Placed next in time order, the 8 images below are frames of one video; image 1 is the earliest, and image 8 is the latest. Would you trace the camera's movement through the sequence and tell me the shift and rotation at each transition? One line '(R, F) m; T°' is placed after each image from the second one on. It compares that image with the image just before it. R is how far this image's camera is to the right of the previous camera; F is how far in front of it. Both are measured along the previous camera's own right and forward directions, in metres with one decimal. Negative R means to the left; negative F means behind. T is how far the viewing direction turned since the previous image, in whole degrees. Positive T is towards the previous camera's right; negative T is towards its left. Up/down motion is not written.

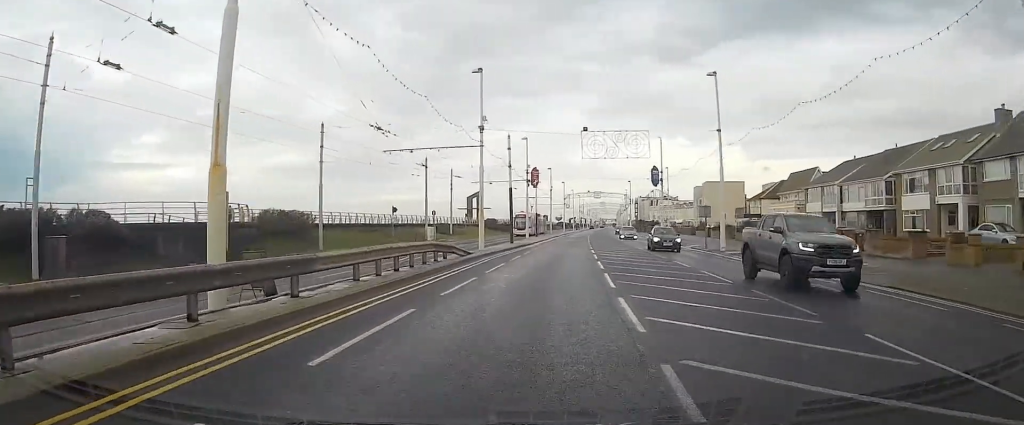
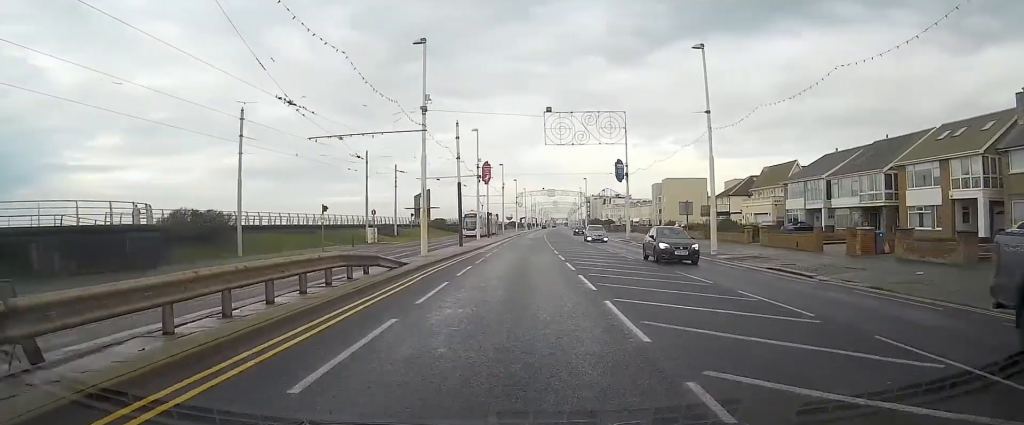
(+0.4, +6.5) m; +5°
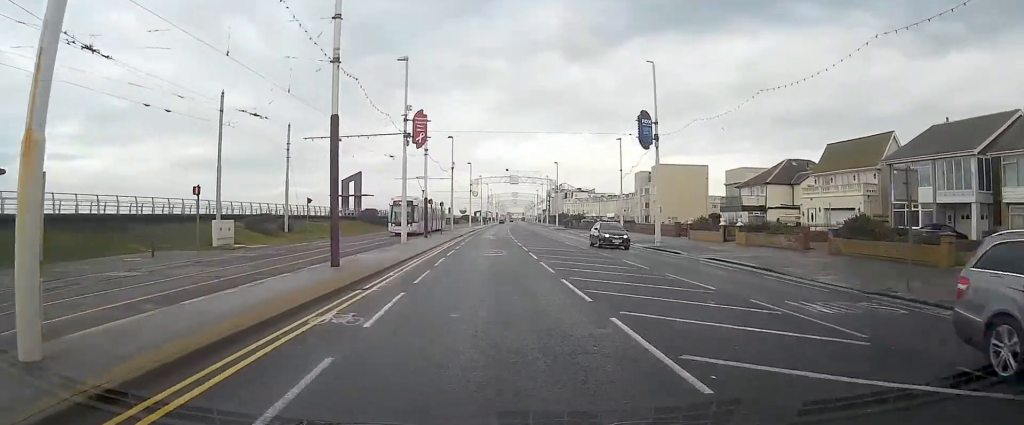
(+2.7, +26.2) m; +7°
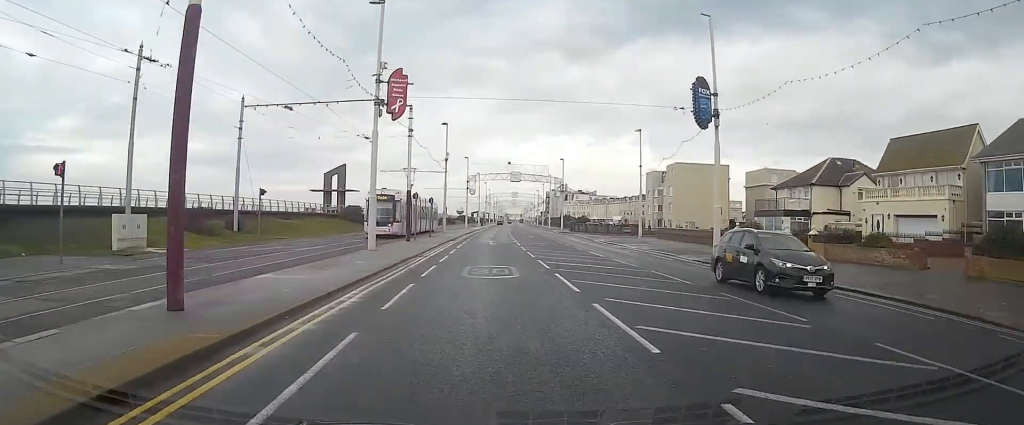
(0.0, +10.3) m; 0°
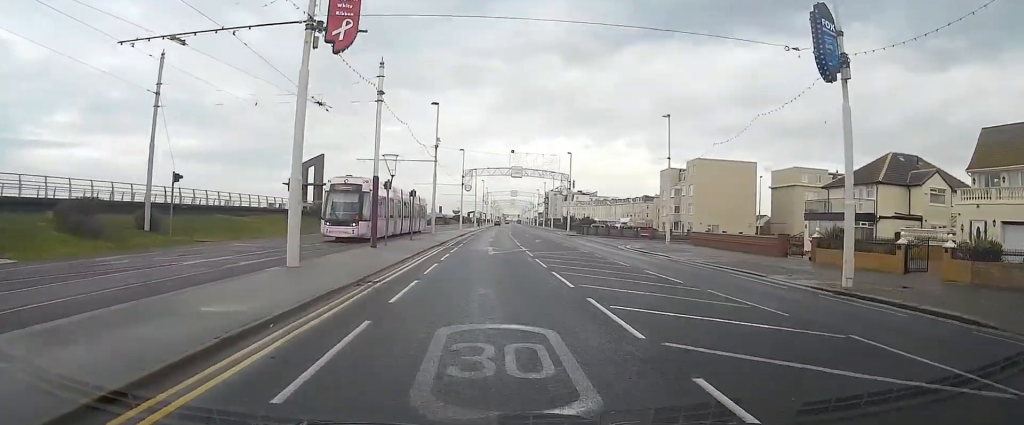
(0.0, +11.2) m; +1°
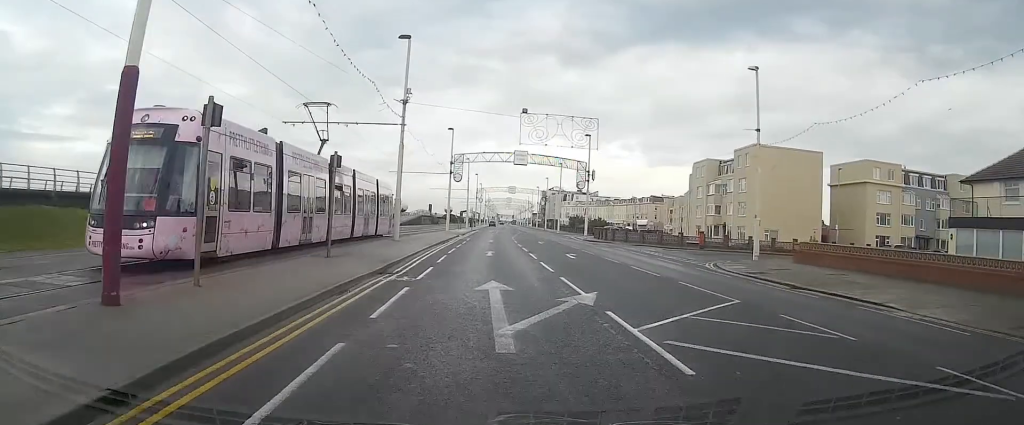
(+0.2, +19.8) m; +1°
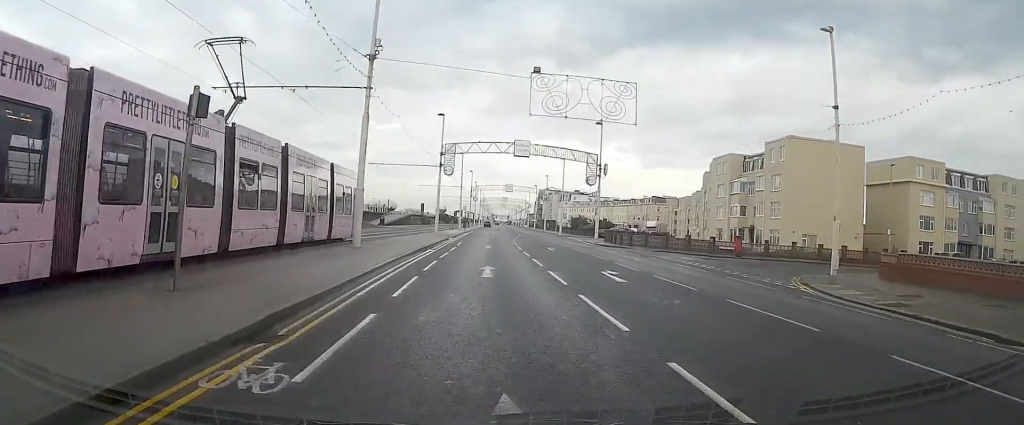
(0.0, +9.6) m; 0°
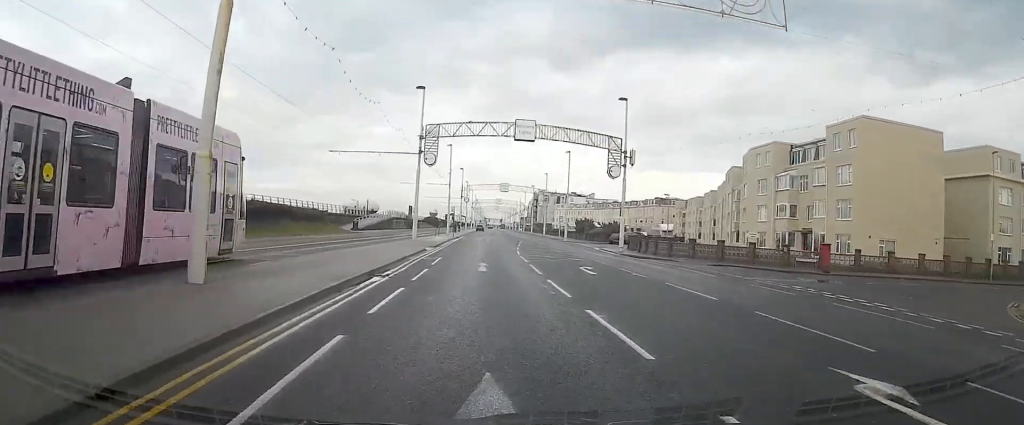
(+0.1, +13.8) m; +1°
